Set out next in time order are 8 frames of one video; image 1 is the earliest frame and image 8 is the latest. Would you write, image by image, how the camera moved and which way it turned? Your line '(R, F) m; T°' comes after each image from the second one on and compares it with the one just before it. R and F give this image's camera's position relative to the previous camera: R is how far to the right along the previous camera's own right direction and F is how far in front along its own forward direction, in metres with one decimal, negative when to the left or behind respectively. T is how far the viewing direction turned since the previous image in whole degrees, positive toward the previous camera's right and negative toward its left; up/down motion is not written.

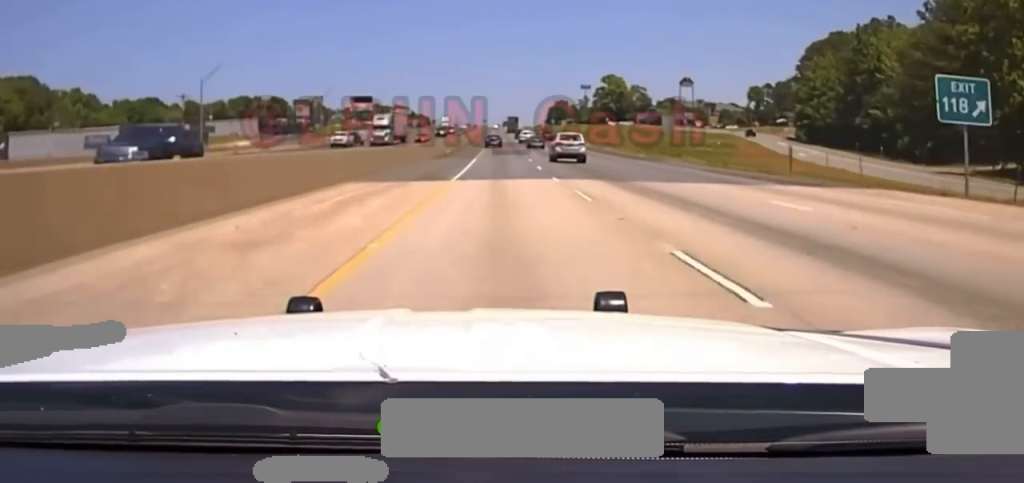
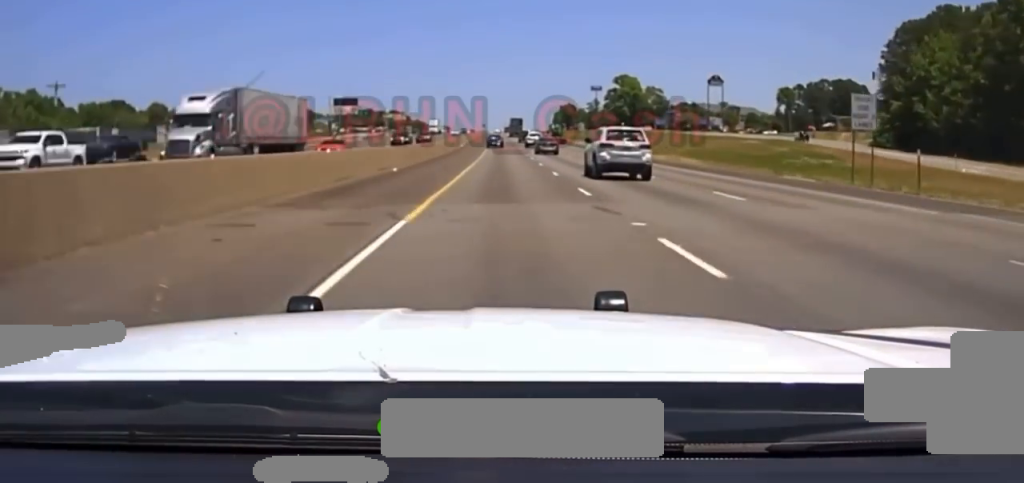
(0.0, +41.2) m; 0°
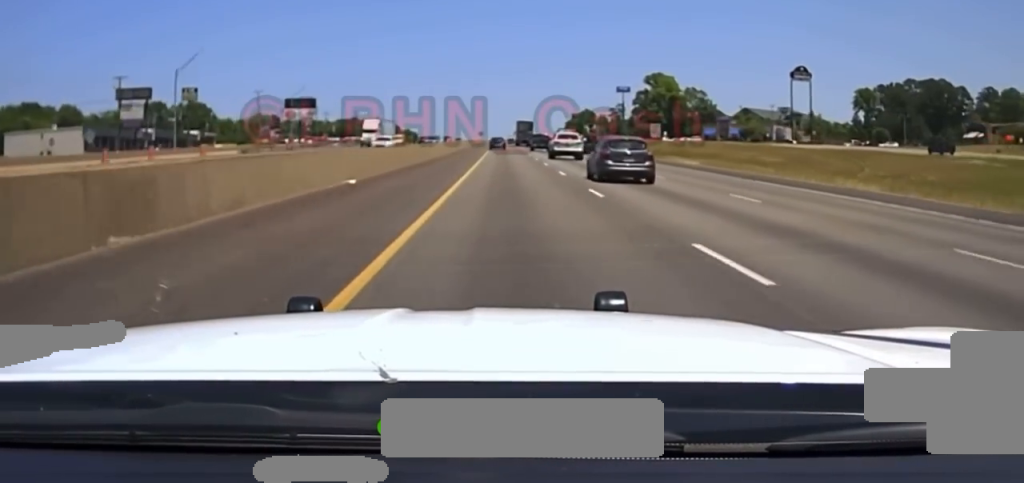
(+0.1, +84.6) m; 0°
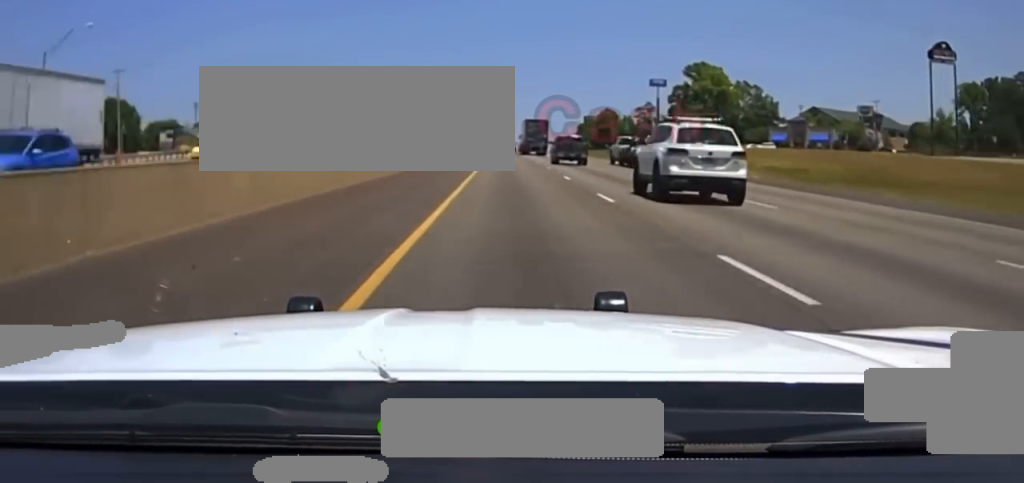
(+0.1, +81.0) m; 0°
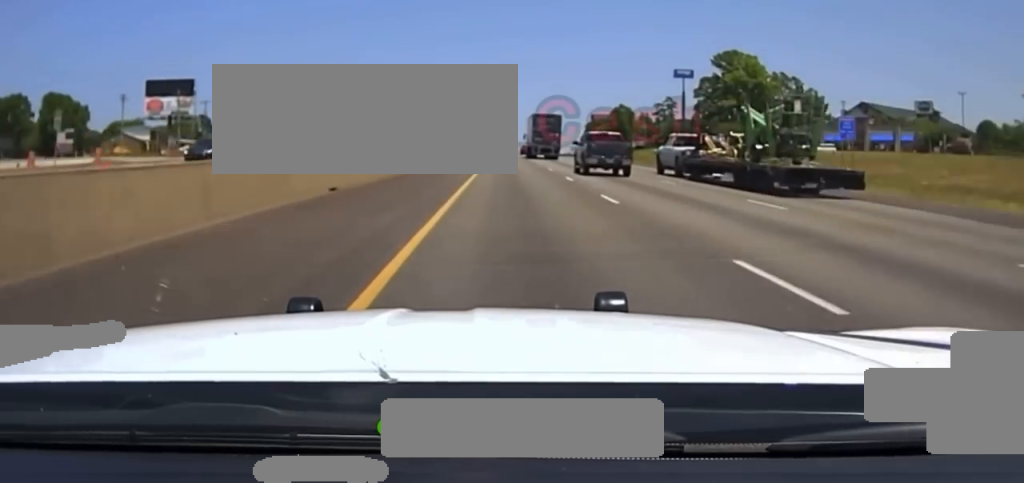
(+0.1, +43.2) m; 0°
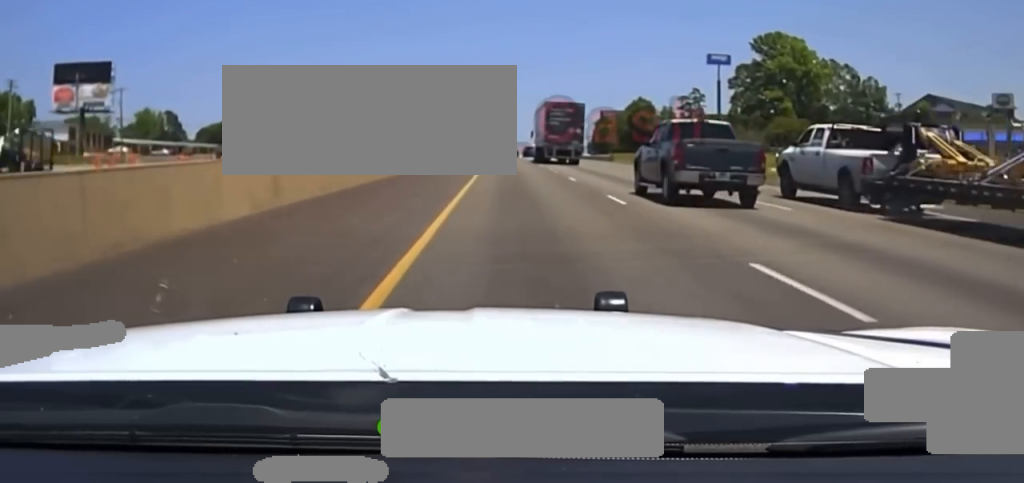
(+0.1, +39.9) m; 0°
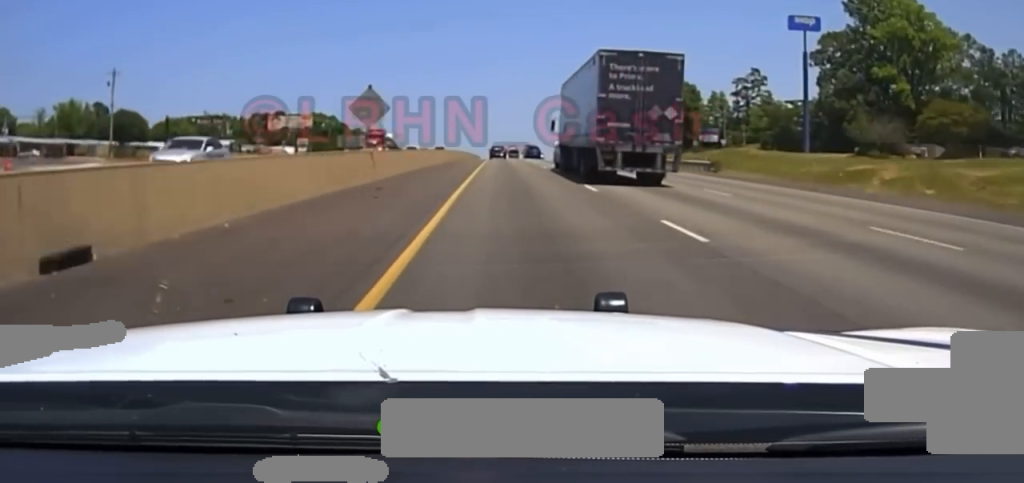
(0.0, +56.7) m; 0°
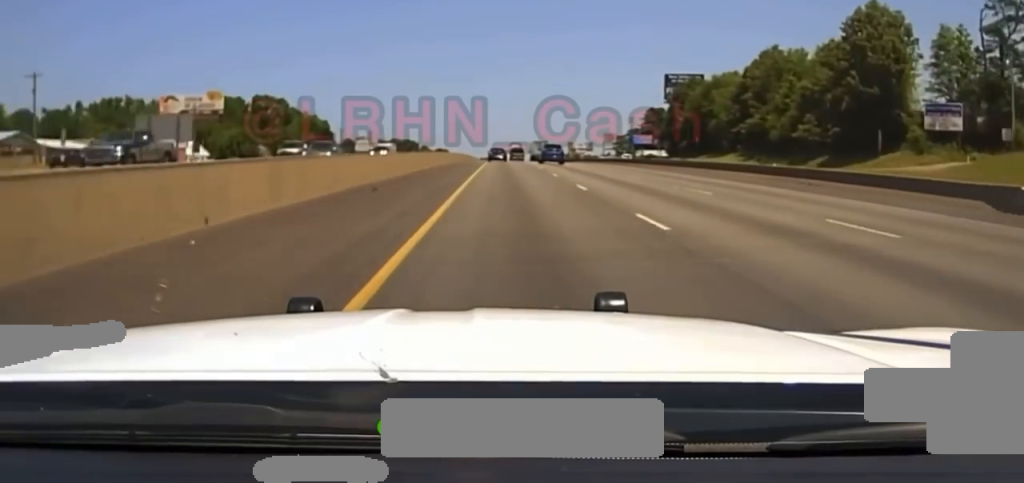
(-0.2, +85.4) m; 0°
